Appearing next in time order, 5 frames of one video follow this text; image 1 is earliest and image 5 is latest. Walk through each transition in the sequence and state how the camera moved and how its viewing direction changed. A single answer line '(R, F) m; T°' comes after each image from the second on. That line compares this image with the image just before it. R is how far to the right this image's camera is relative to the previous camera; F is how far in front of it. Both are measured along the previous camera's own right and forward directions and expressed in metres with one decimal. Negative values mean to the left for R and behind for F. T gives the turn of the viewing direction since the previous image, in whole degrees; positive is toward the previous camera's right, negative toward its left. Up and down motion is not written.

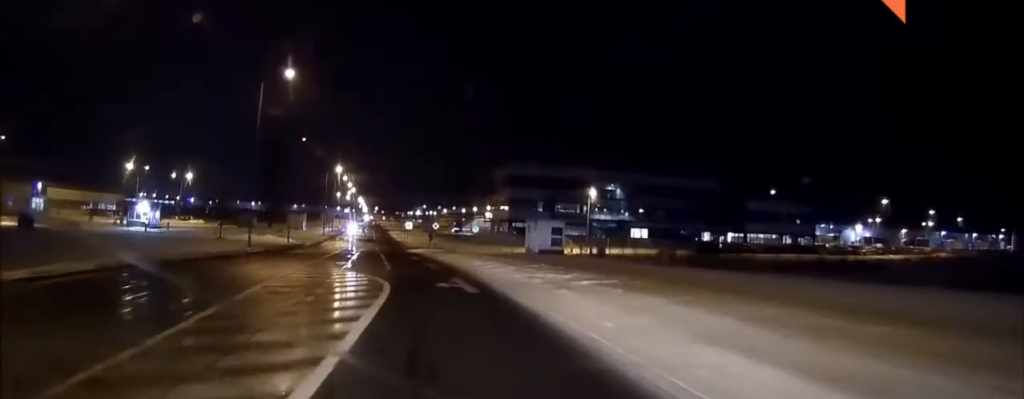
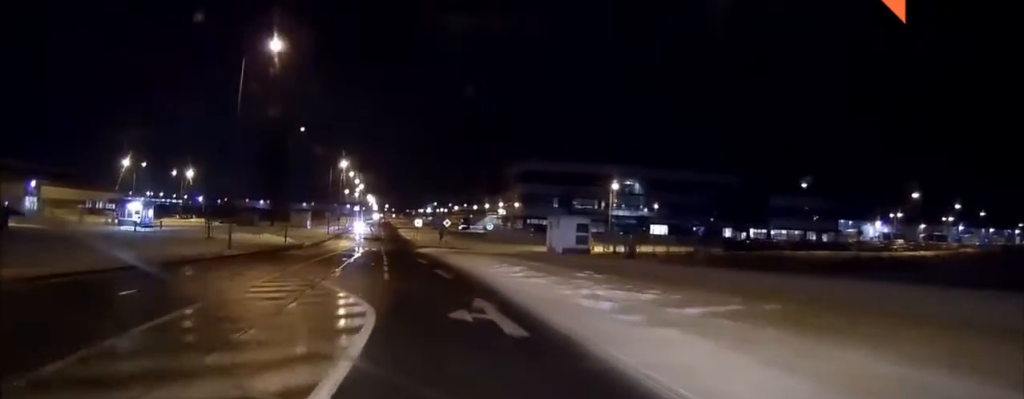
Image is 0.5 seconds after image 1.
(0.0, +6.2) m; -1°
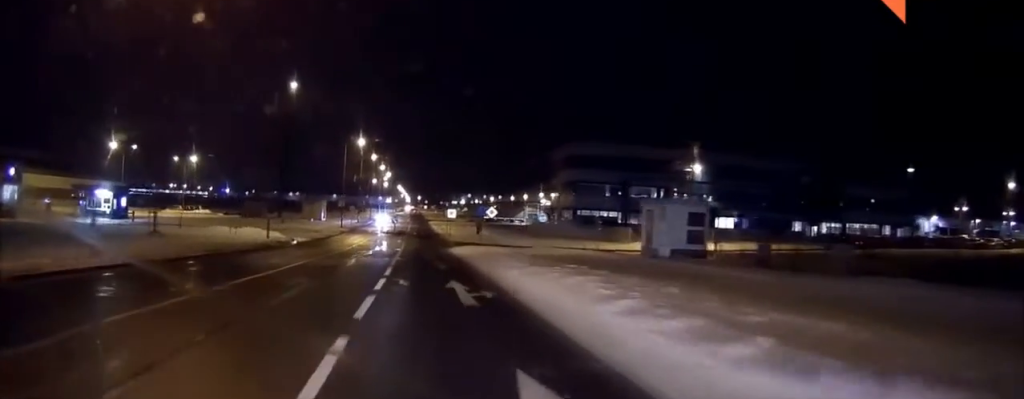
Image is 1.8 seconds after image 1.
(-0.4, +16.9) m; -2°
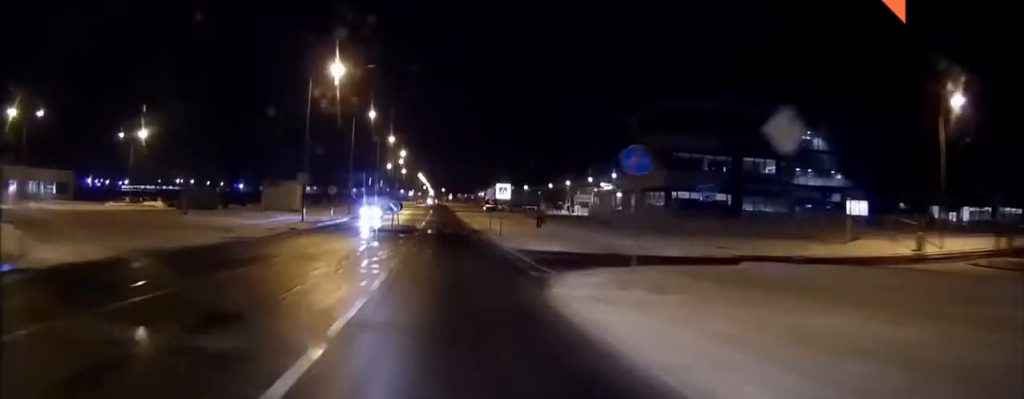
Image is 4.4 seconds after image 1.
(-1.1, +36.3) m; -3°
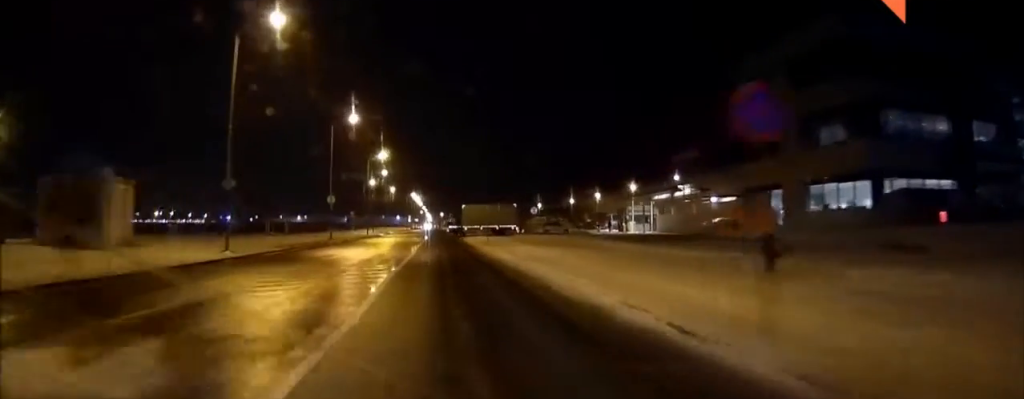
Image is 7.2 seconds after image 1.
(-0.2, +41.1) m; -1°
